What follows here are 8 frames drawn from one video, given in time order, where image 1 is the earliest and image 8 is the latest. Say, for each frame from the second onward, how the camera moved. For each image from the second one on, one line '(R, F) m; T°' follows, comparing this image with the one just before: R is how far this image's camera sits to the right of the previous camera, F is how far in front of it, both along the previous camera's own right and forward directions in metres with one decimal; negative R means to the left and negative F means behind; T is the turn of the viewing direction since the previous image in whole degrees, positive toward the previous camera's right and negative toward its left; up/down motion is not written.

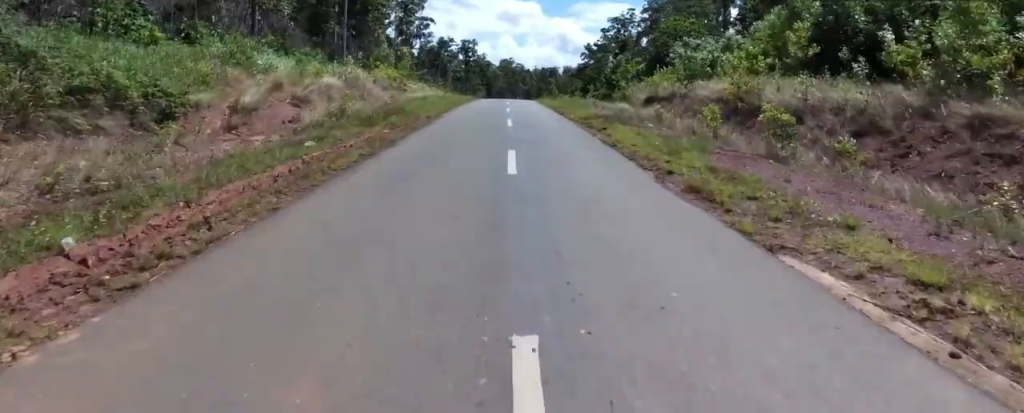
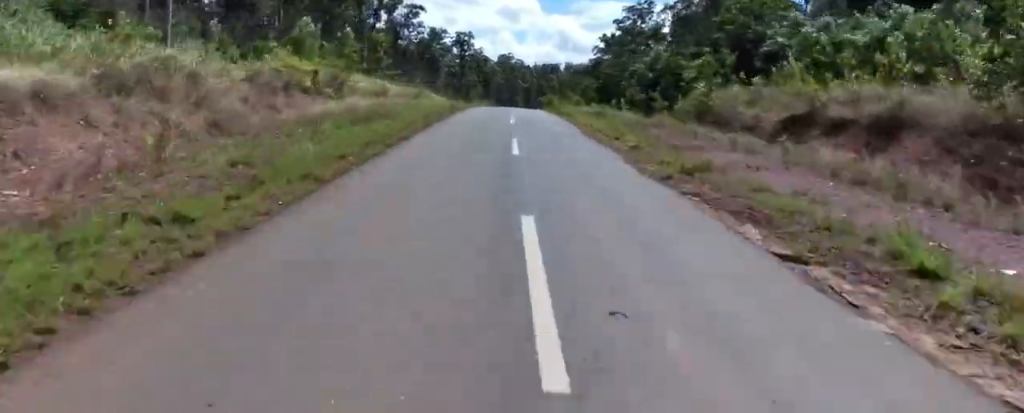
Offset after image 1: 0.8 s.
(0.0, +21.7) m; 0°
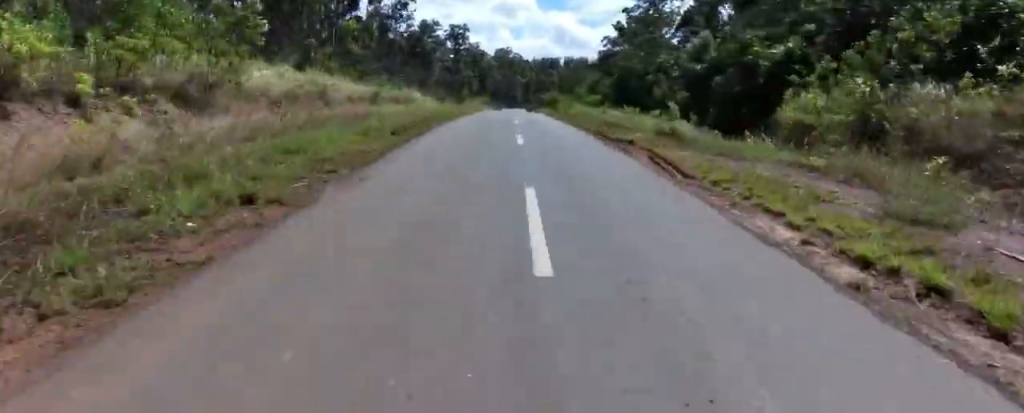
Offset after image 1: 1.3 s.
(0.0, +14.2) m; 0°
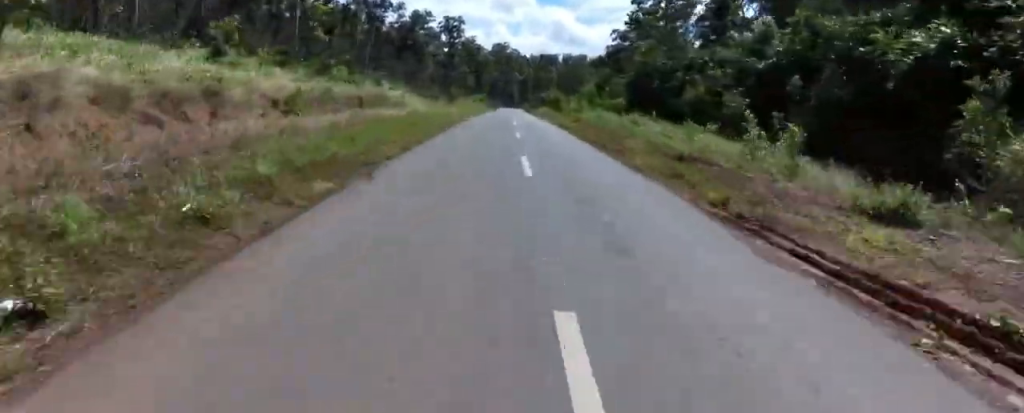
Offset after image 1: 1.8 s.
(0.0, +12.2) m; 0°
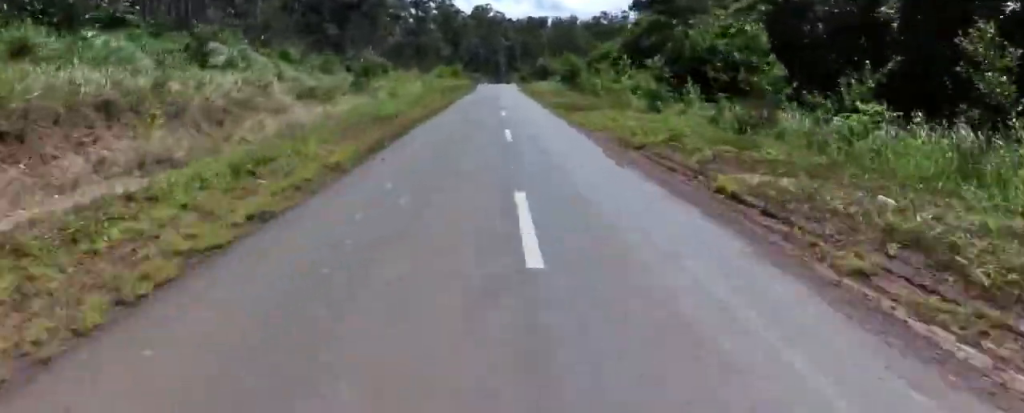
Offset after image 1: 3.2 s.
(0.0, +37.2) m; +1°
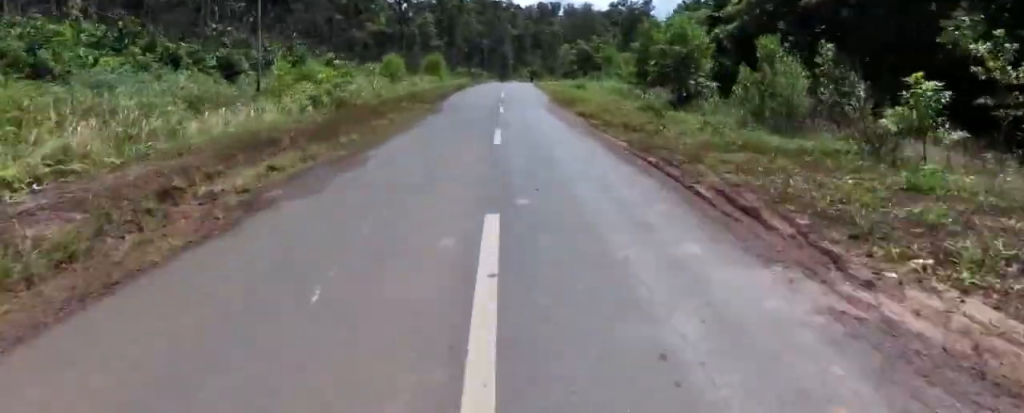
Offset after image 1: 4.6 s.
(+1.2, +34.0) m; +4°
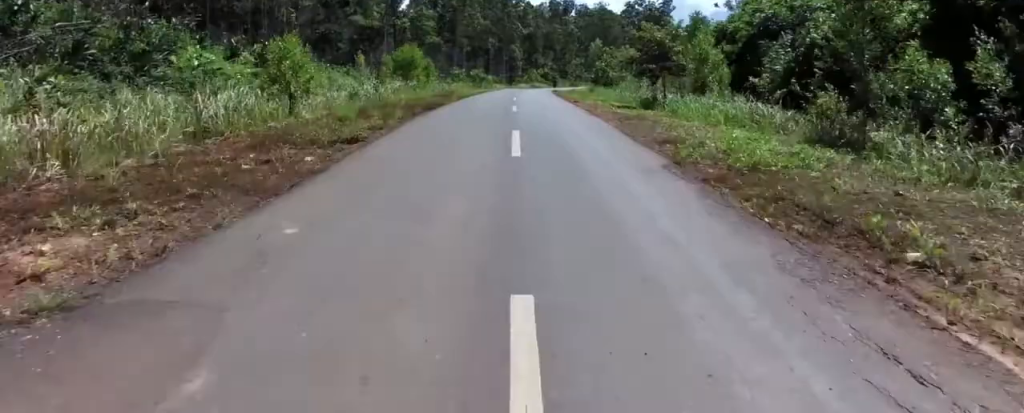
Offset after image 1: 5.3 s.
(+0.5, +18.1) m; 0°
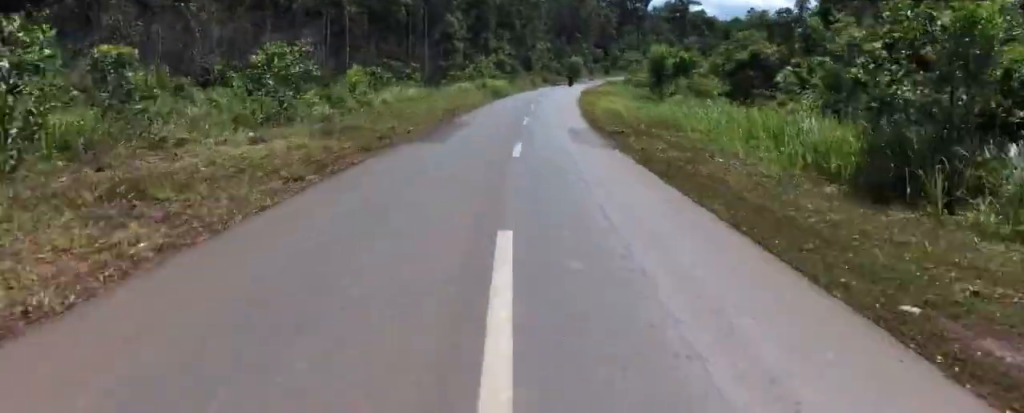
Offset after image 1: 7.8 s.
(-1.5, +56.3) m; 0°
